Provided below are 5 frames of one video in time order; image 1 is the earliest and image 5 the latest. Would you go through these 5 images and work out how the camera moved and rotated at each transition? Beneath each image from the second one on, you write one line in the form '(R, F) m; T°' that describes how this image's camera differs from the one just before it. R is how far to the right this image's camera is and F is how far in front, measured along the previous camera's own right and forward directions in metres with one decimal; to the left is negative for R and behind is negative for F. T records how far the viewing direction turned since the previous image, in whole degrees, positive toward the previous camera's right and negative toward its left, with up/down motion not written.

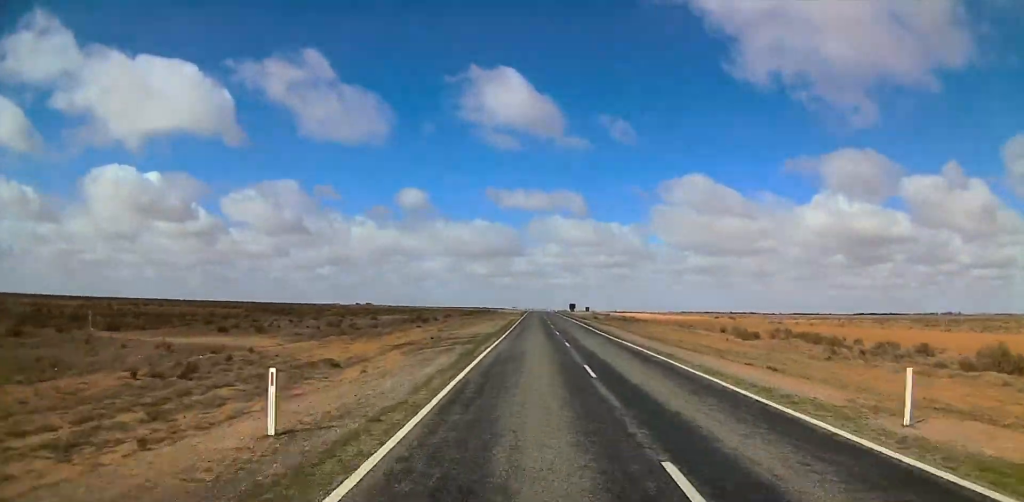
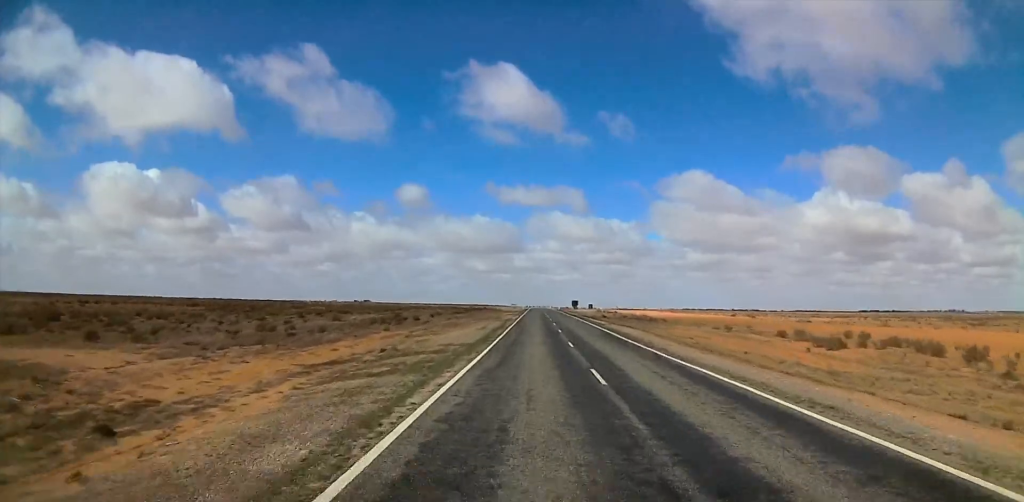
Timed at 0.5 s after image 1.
(+0.1, +14.6) m; 0°
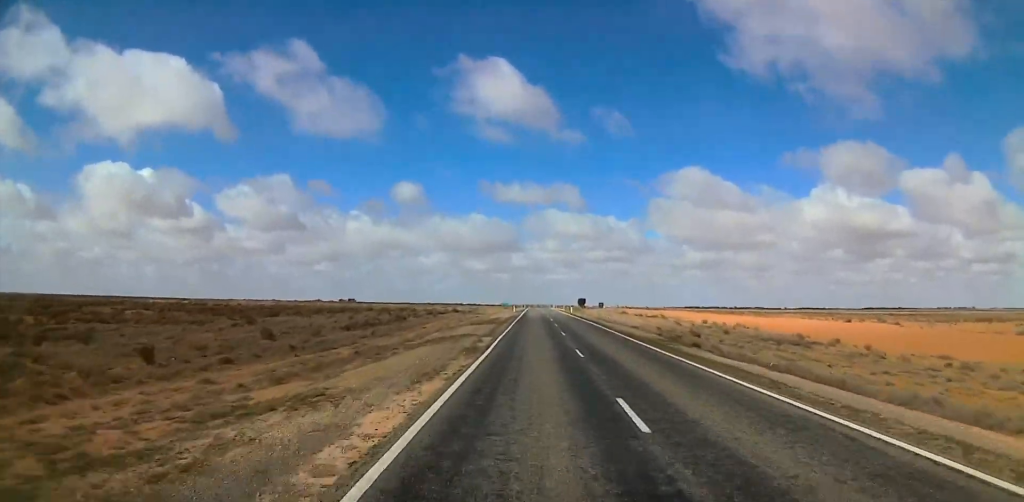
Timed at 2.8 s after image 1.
(+2.6, +66.1) m; +2°
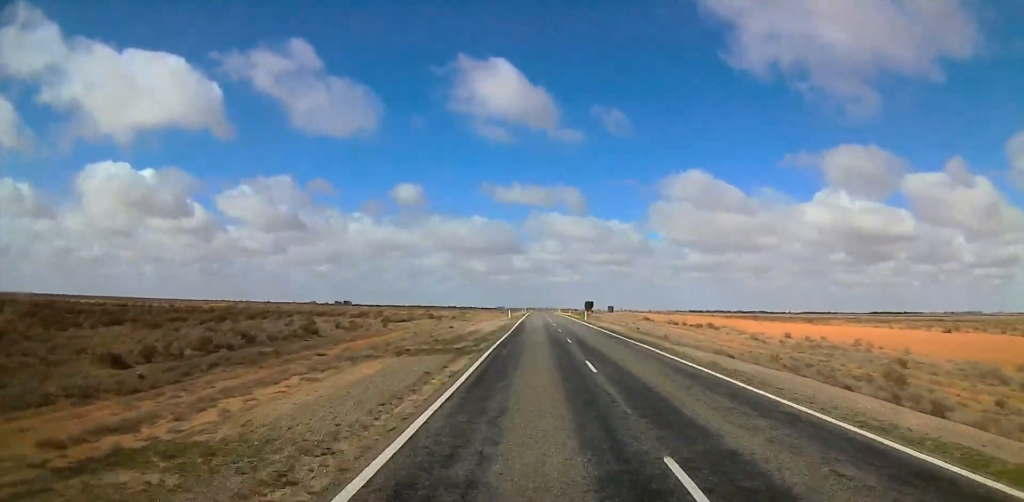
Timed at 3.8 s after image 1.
(-1.1, +28.9) m; -1°
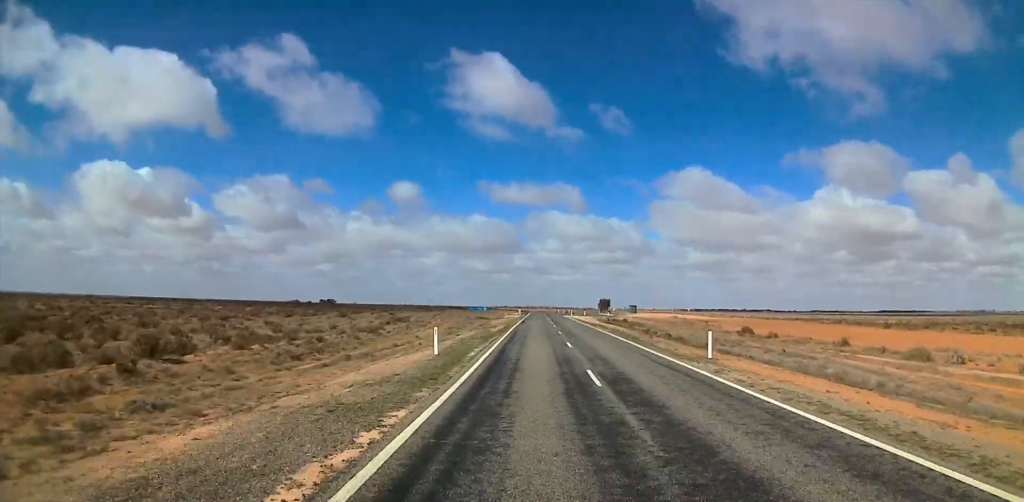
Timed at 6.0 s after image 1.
(+0.3, +62.1) m; -1°
